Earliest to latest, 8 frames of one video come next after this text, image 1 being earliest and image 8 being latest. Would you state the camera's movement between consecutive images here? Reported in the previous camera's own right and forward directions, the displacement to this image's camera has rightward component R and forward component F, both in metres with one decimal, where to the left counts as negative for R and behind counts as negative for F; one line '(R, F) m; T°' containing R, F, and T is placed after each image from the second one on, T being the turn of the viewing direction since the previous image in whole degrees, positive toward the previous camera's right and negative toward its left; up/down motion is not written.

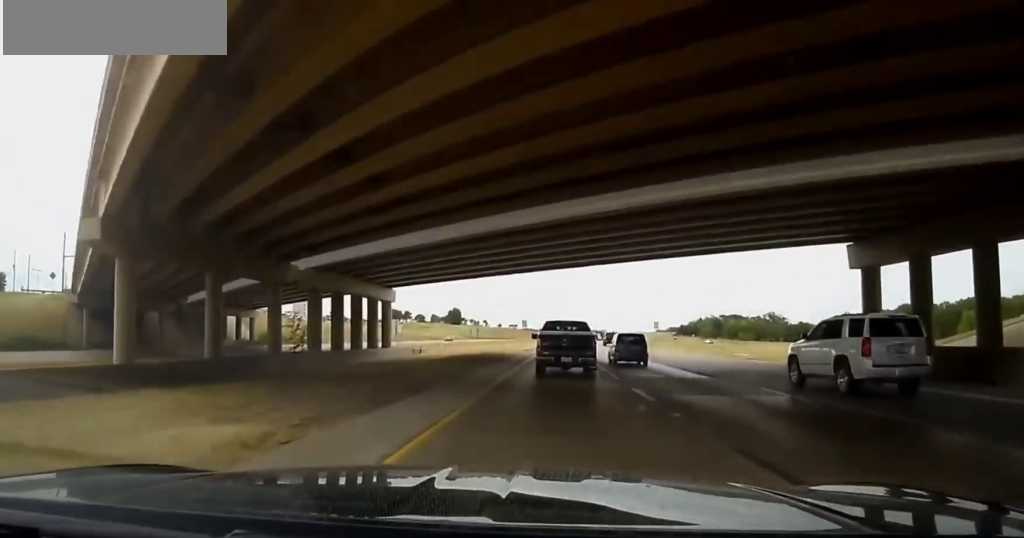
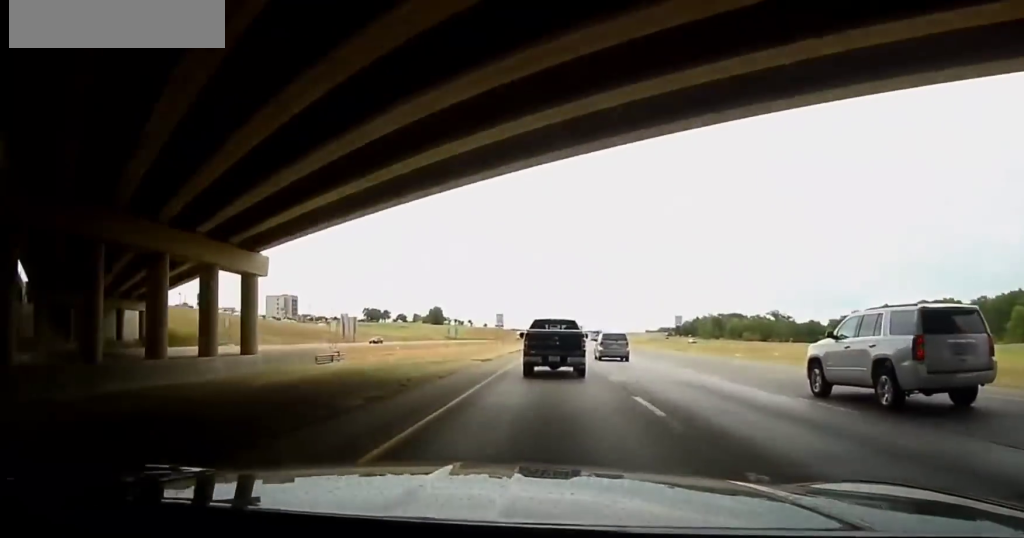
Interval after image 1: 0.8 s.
(+0.2, +27.4) m; +1°
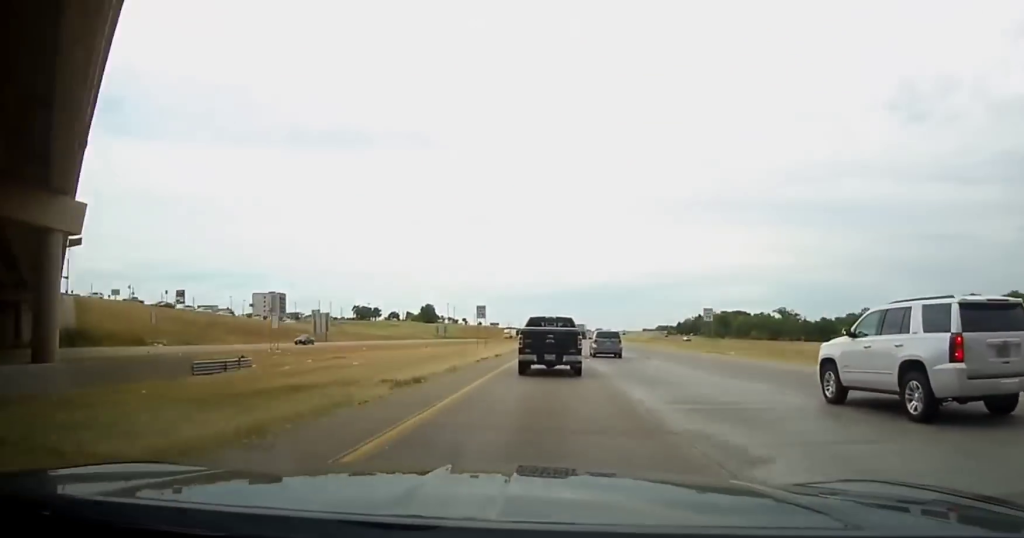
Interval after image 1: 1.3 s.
(+0.1, +16.4) m; 0°
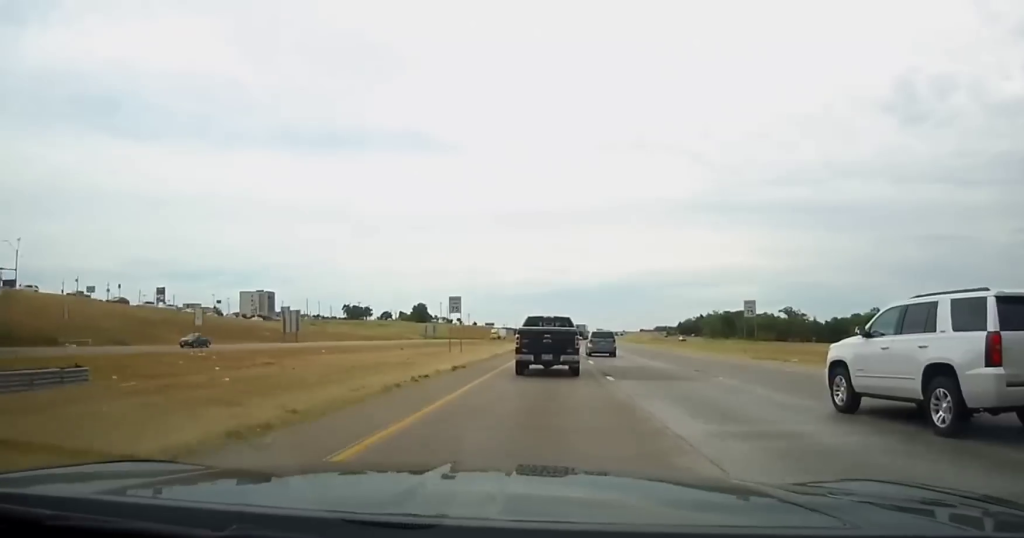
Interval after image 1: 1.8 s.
(0.0, +14.2) m; 0°
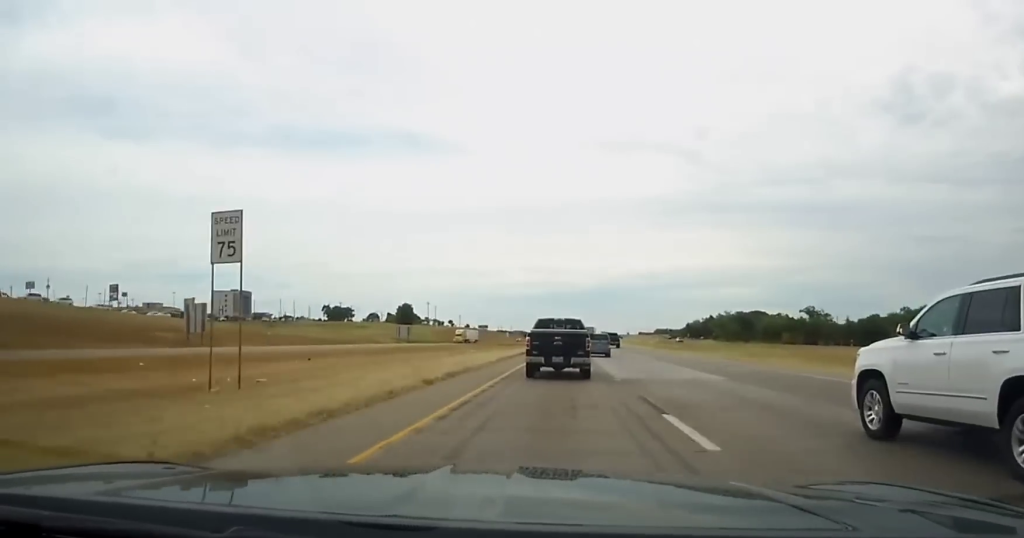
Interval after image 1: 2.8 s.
(+0.2, +33.5) m; +1°
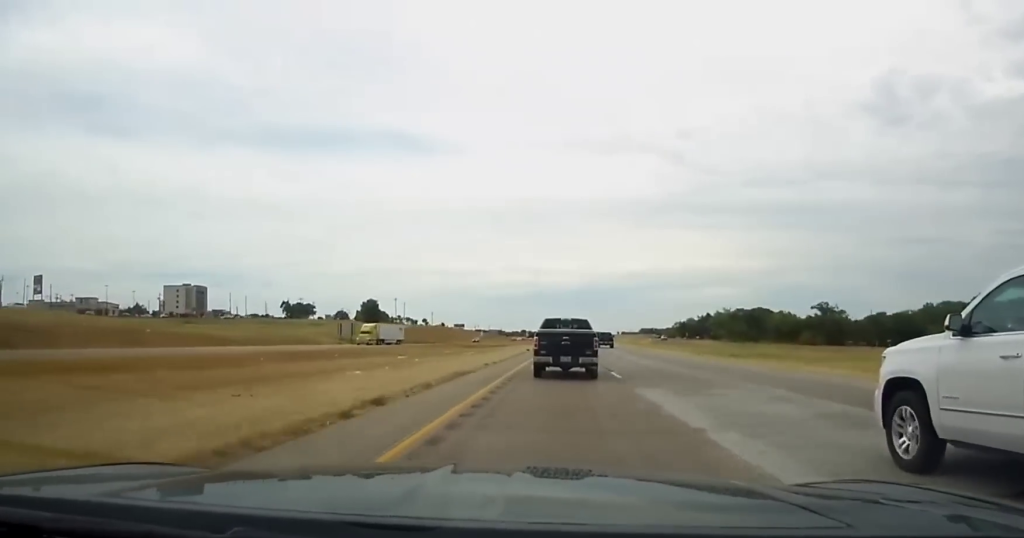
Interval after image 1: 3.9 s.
(+0.6, +35.1) m; +1°
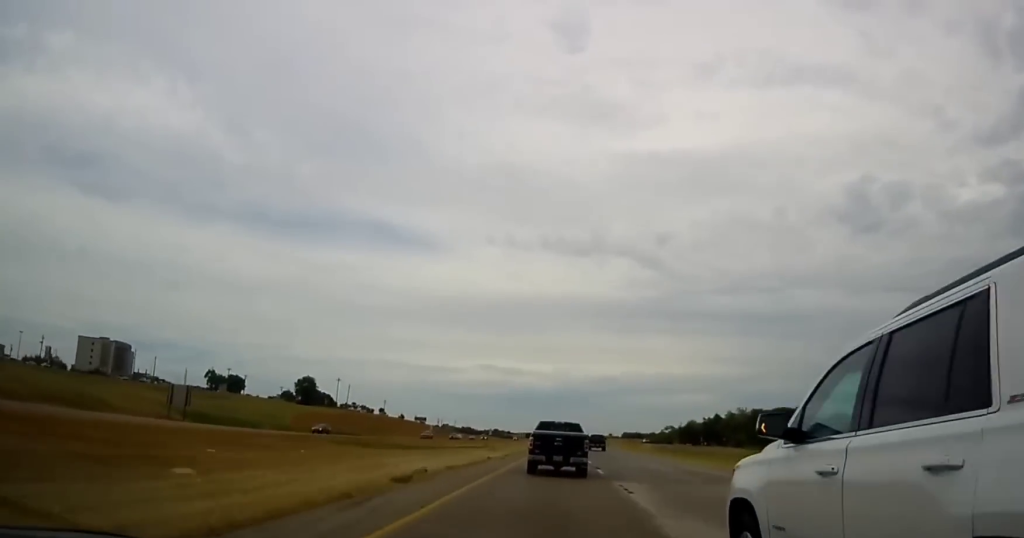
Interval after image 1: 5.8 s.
(+0.8, +59.0) m; 0°
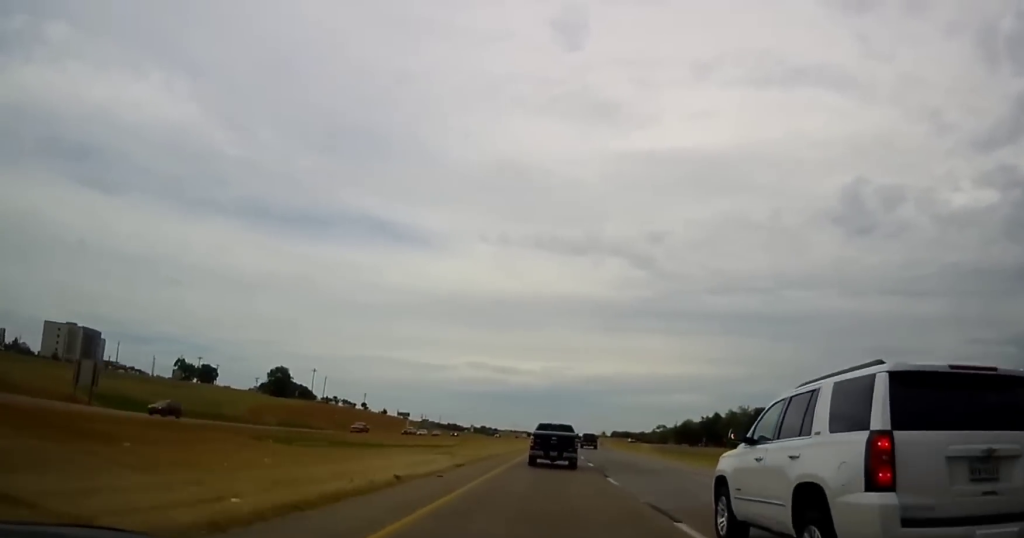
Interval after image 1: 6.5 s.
(-0.3, +22.0) m; -1°
